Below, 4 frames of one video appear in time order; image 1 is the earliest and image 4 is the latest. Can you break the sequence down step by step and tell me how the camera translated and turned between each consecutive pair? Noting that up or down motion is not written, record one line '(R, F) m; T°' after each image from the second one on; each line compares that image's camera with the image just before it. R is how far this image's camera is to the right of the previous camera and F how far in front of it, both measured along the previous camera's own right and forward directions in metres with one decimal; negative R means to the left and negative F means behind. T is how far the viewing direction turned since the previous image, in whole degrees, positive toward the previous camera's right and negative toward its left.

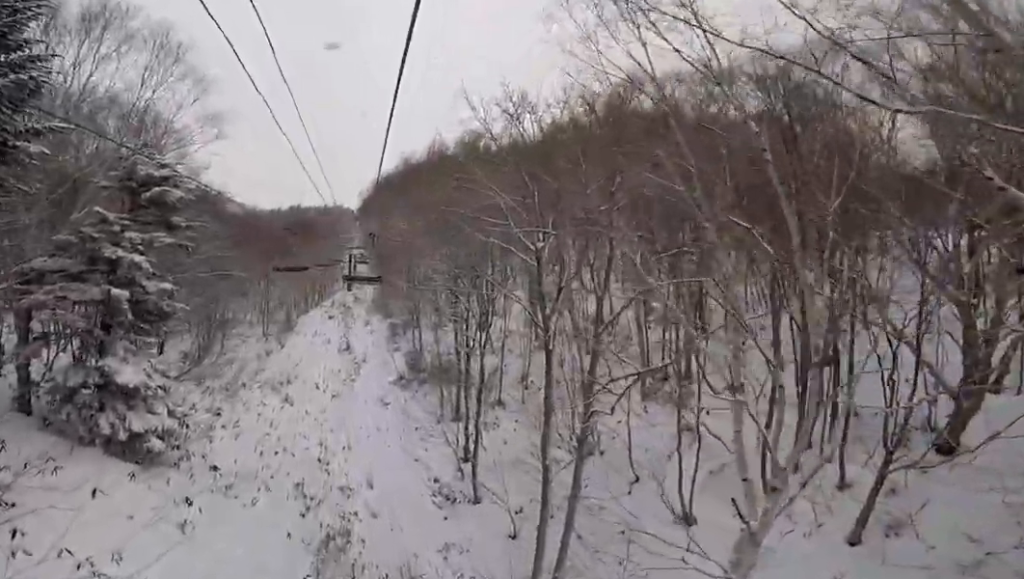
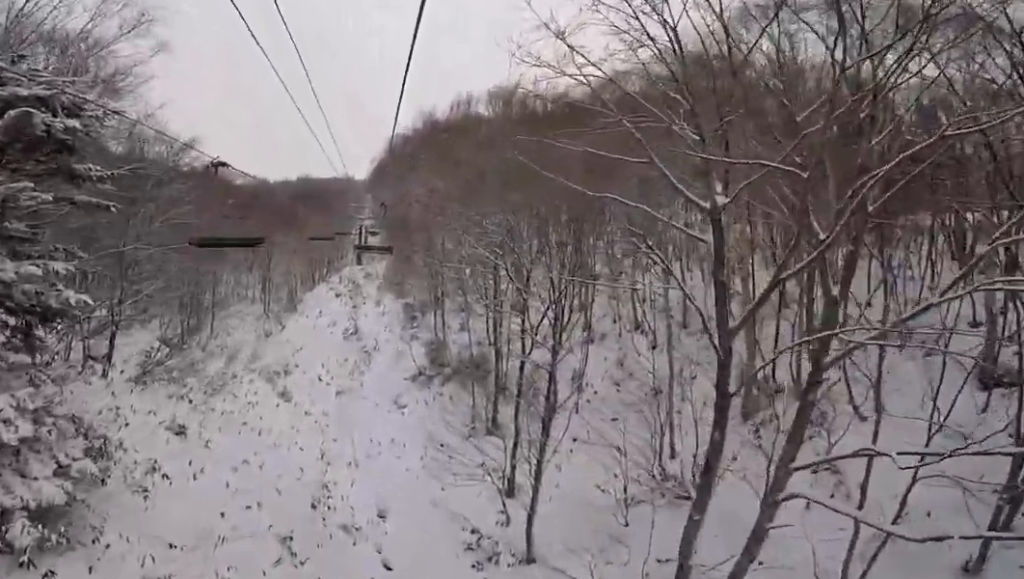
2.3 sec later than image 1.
(+0.6, +6.9) m; +3°
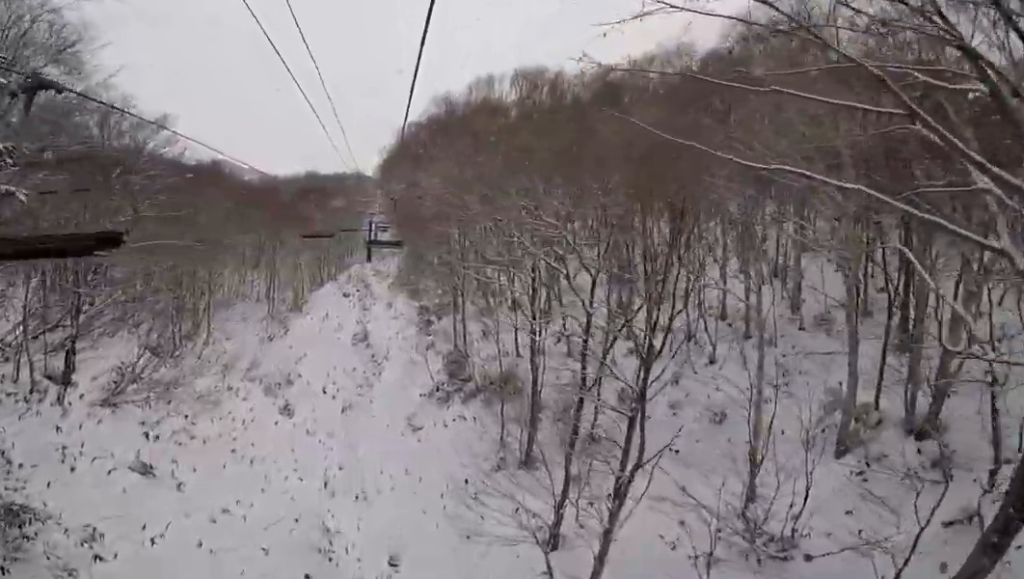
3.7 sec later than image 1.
(0.0, +4.0) m; +4°
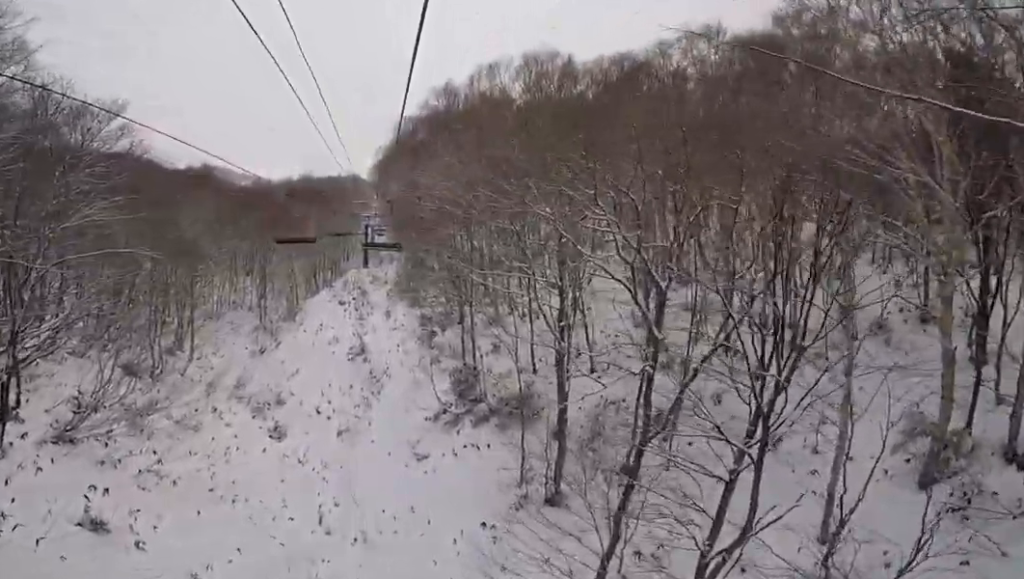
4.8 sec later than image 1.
(+0.1, +2.9) m; -3°
